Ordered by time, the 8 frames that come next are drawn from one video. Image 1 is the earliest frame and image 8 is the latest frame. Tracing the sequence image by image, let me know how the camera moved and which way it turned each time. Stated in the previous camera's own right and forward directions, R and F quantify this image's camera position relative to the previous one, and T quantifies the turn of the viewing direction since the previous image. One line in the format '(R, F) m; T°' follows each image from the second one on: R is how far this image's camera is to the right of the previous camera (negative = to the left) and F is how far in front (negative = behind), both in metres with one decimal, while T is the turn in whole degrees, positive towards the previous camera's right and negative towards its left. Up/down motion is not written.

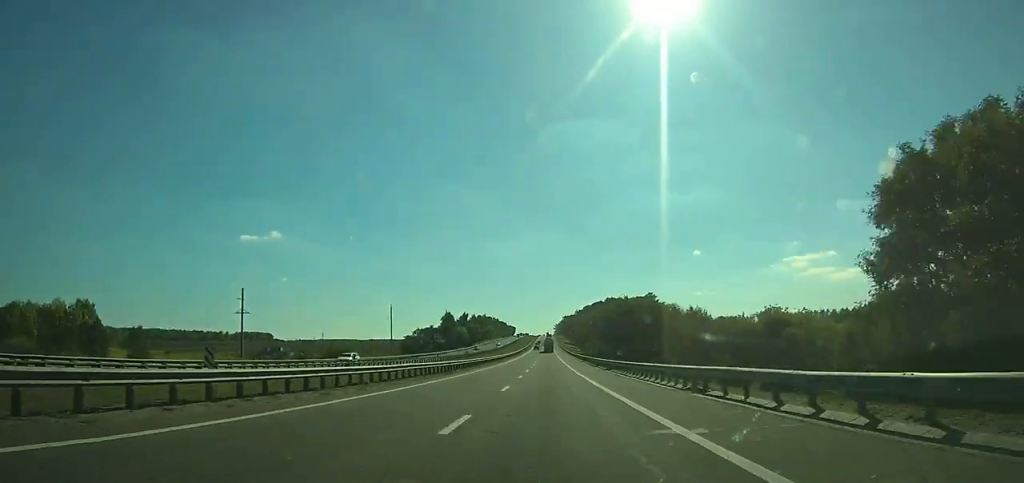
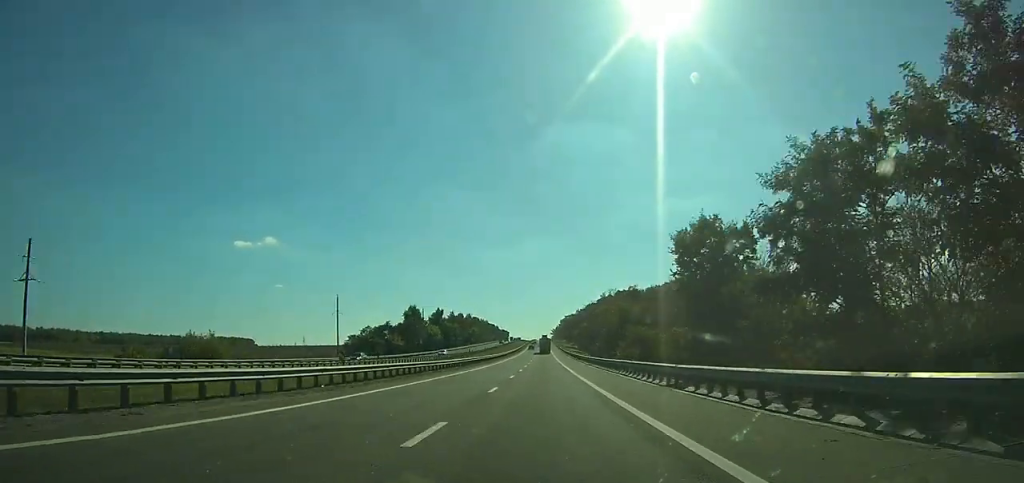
(-0.3, +61.3) m; 0°
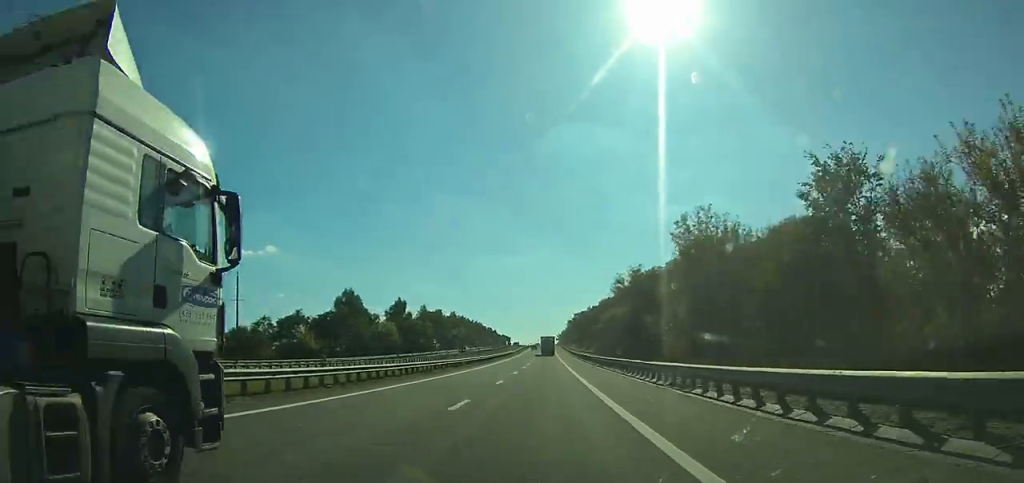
(+0.1, +68.6) m; 0°
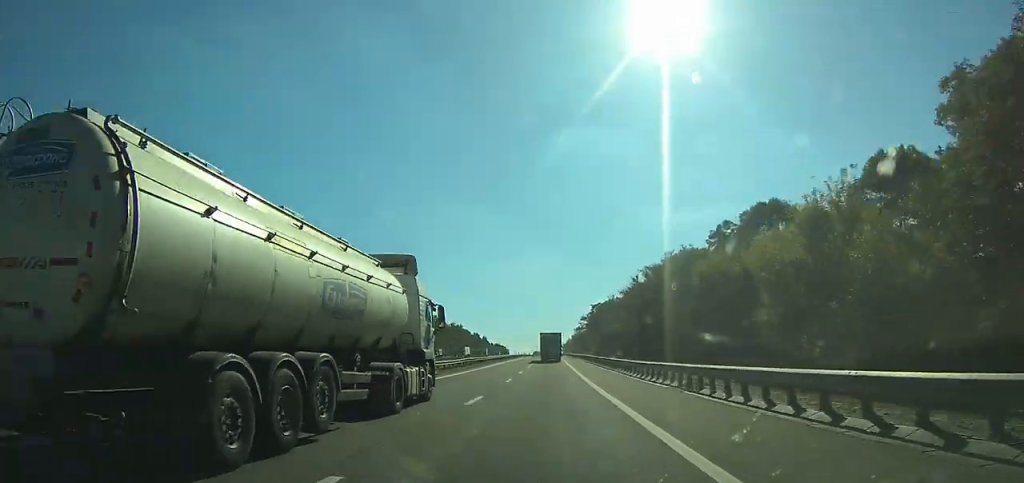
(-0.4, +96.3) m; -1°
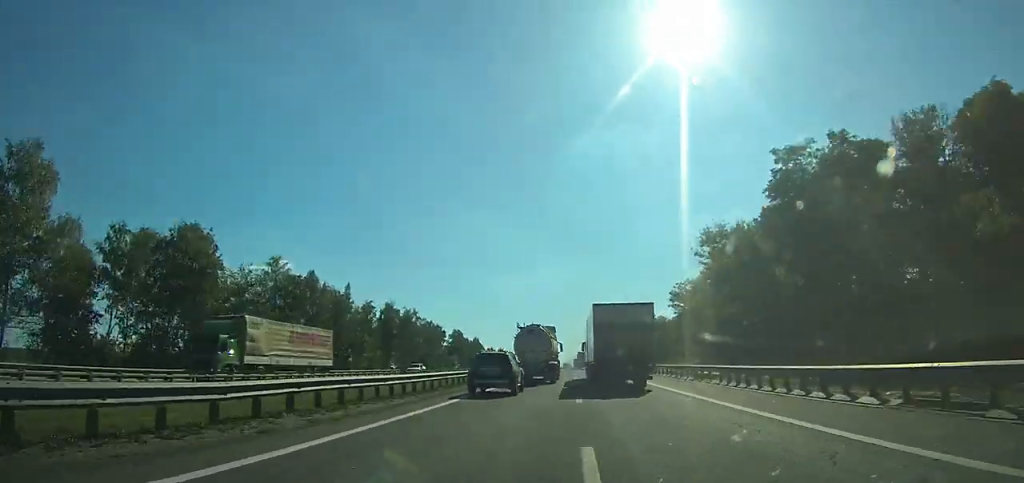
(-1.9, +131.2) m; -1°
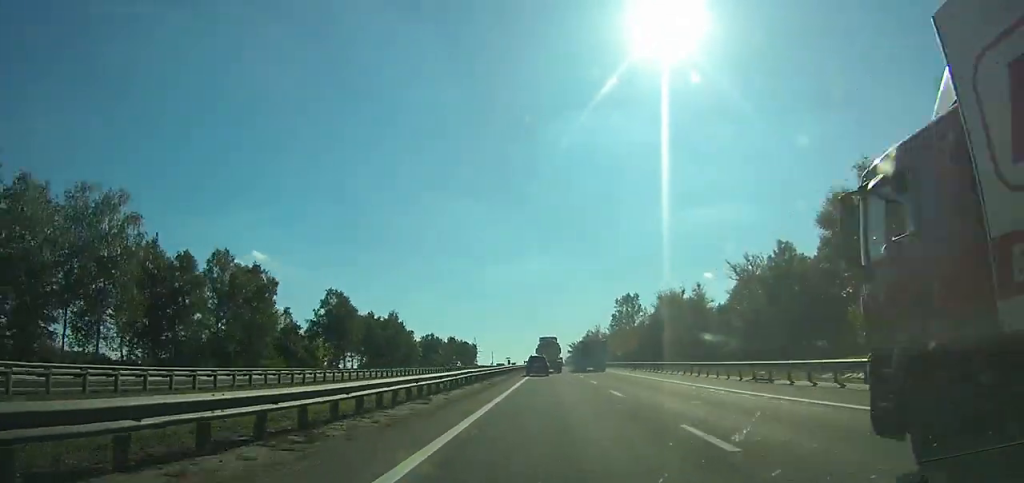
(+0.9, +104.6) m; +1°
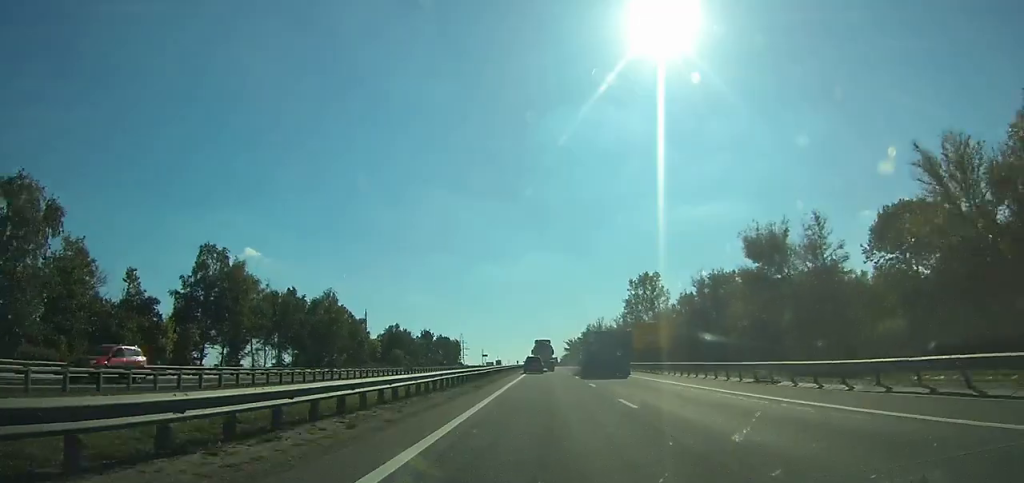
(+0.3, +42.1) m; 0°
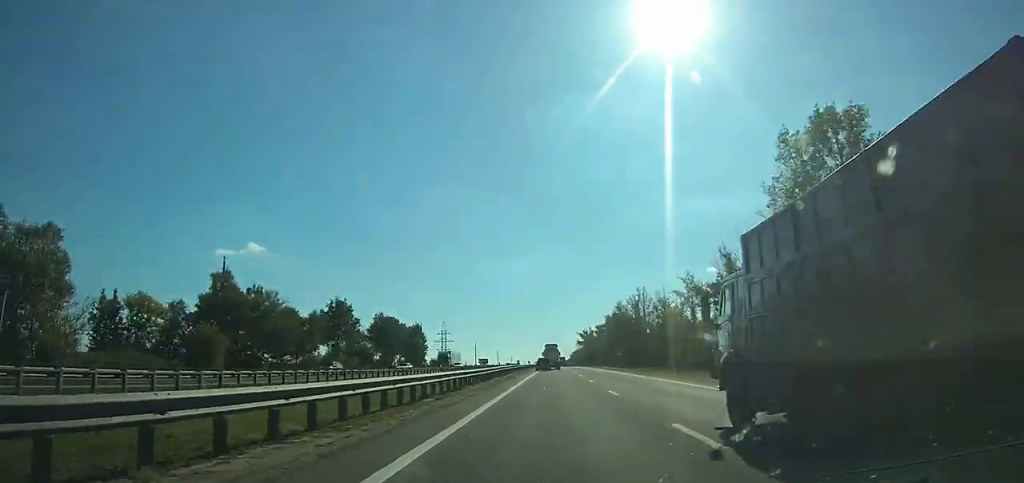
(0.0, +92.9) m; 0°
